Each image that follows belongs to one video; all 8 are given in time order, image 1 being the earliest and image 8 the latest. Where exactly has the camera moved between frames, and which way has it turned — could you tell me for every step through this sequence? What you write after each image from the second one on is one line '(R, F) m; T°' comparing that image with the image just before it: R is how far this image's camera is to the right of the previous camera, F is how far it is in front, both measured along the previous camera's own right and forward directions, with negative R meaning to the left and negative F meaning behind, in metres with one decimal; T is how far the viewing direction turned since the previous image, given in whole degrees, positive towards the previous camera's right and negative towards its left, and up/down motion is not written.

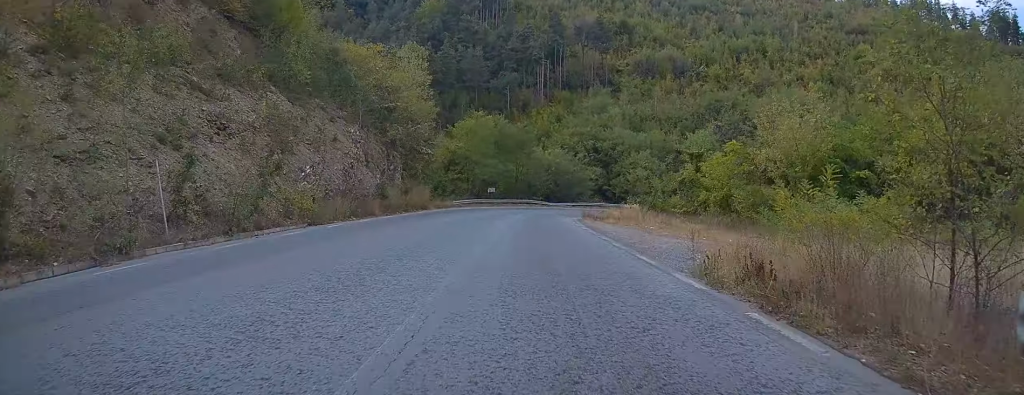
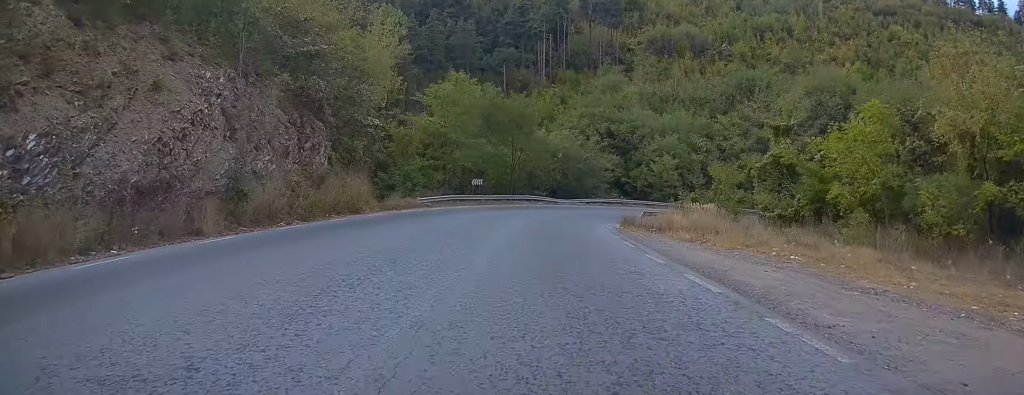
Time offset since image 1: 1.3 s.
(+0.4, +20.3) m; -1°
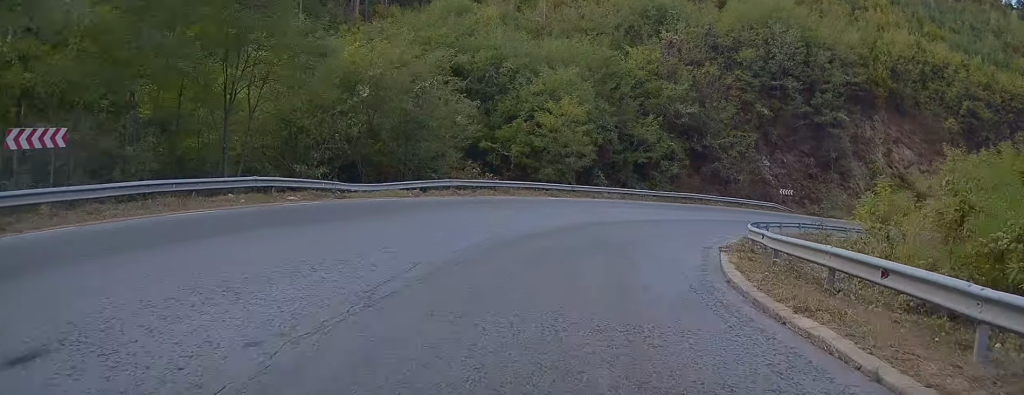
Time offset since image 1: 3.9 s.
(+0.8, +40.0) m; +9°
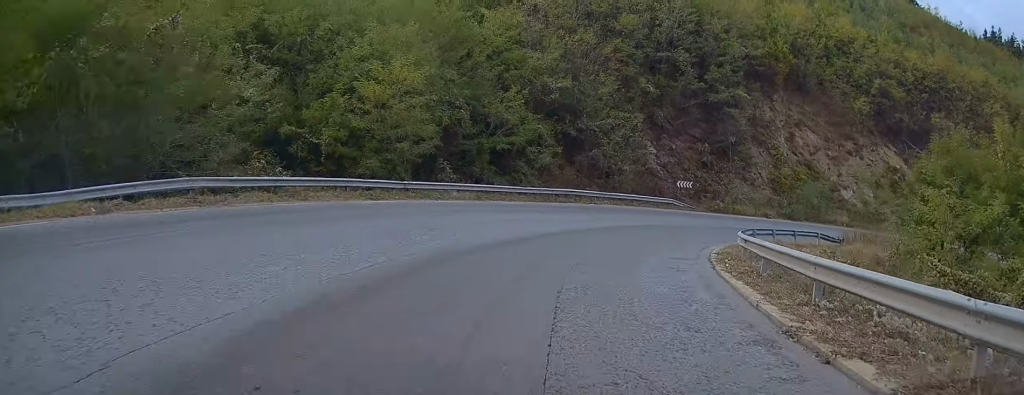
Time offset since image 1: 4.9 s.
(+1.0, +13.5) m; +11°
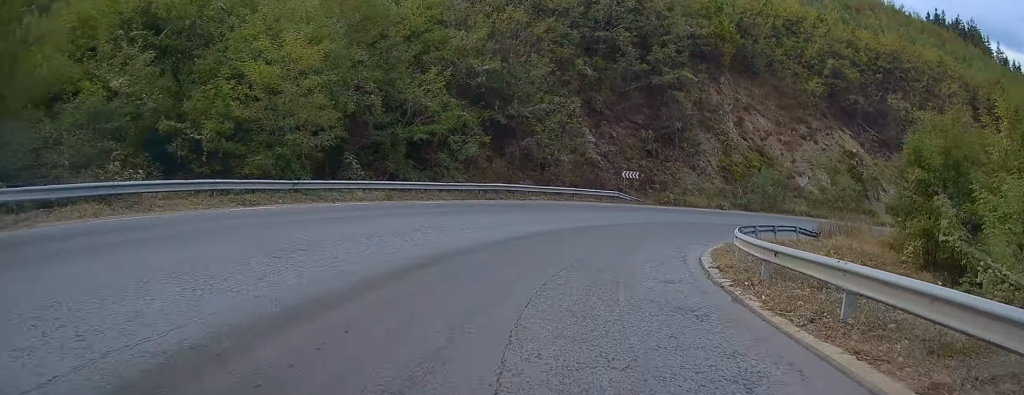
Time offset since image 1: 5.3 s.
(+0.4, +5.8) m; +6°
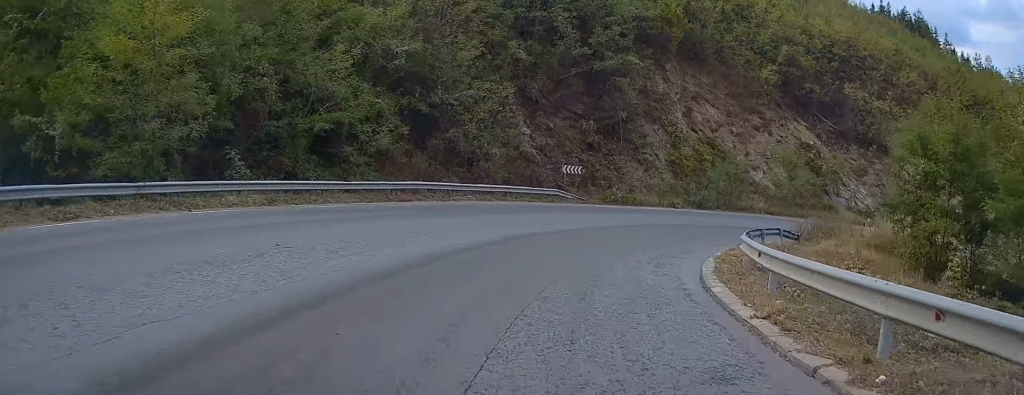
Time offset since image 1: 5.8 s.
(+0.2, +5.7) m; +6°
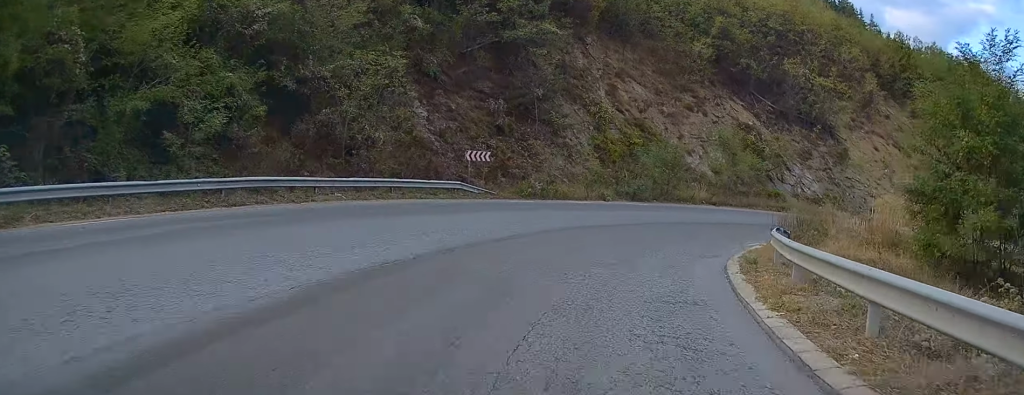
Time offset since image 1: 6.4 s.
(+0.7, +7.9) m; +8°
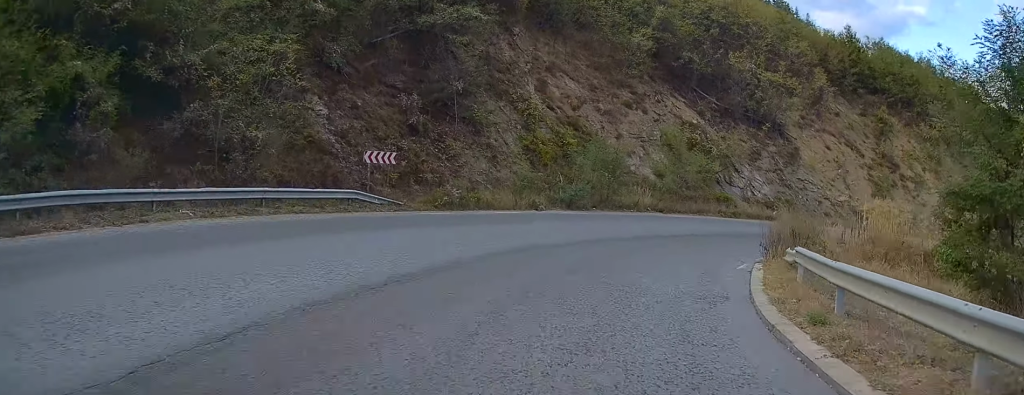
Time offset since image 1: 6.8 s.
(+0.2, +5.7) m; +6°
